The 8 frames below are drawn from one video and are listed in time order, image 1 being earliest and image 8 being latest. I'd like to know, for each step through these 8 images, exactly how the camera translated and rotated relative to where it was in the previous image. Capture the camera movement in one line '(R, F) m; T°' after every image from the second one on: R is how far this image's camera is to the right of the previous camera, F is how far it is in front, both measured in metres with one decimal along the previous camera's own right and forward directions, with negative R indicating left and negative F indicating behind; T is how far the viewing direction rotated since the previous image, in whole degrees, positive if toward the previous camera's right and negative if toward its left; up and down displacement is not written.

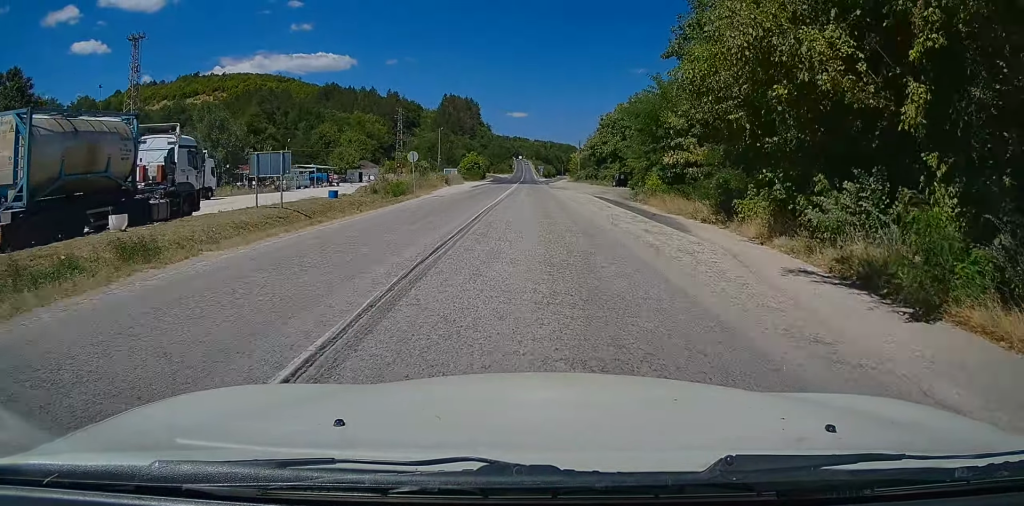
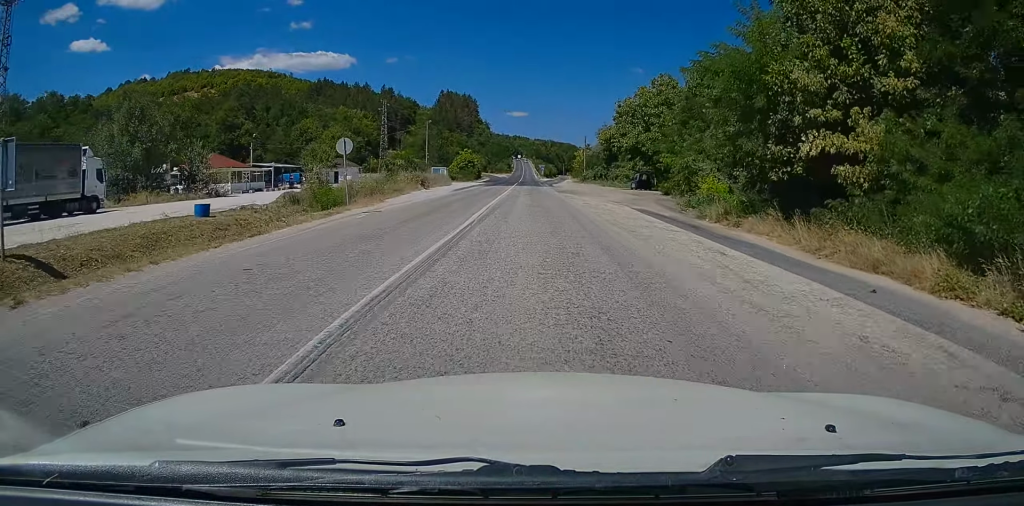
(-0.1, +16.0) m; 0°
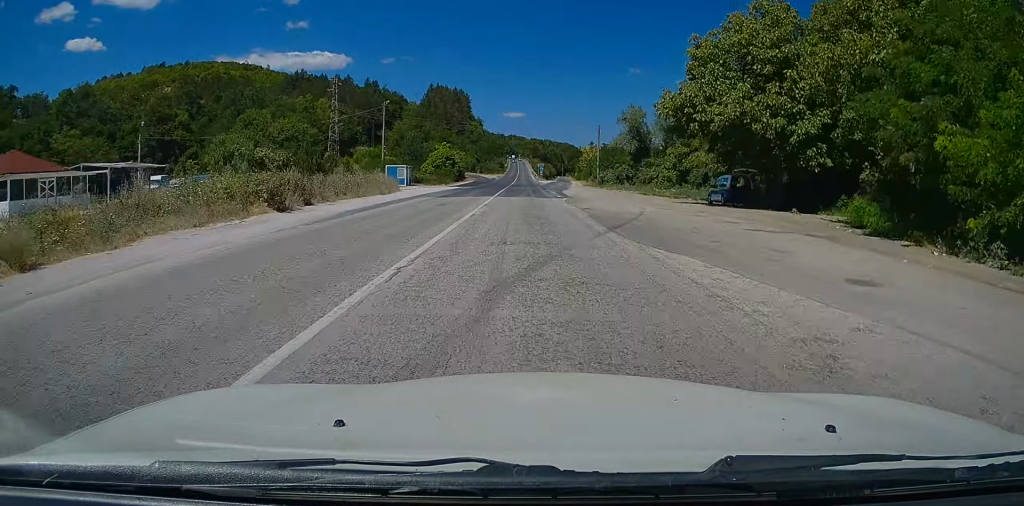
(+0.5, +32.8) m; +1°
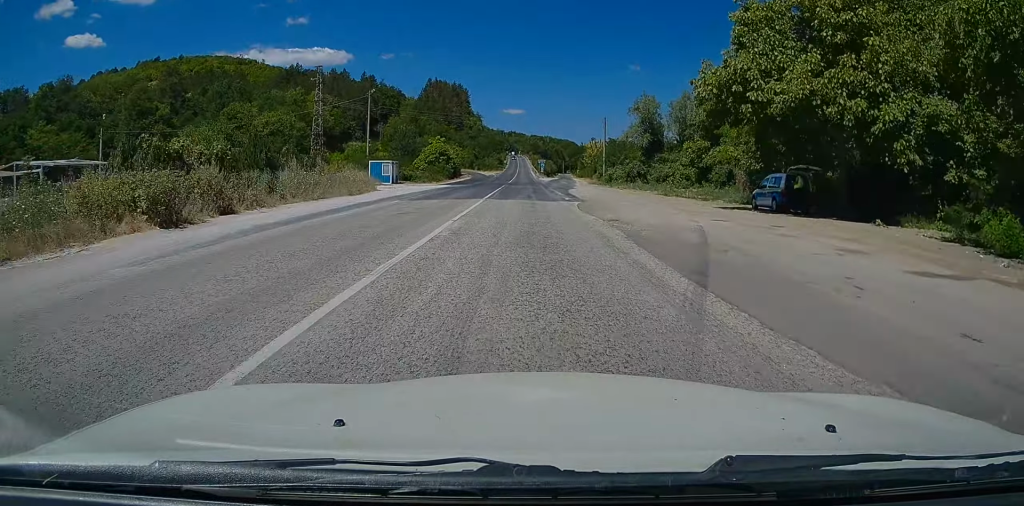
(0.0, +8.1) m; 0°
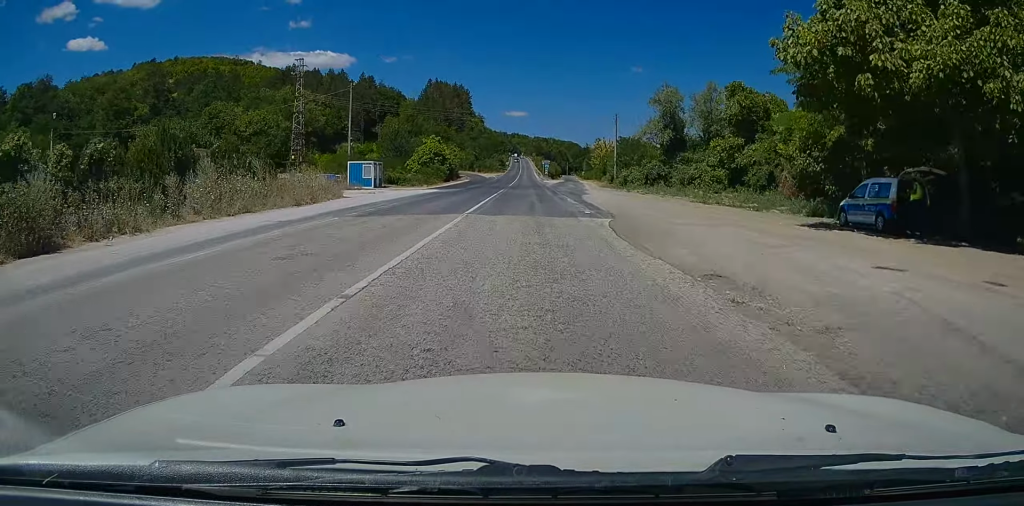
(0.0, +9.3) m; 0°
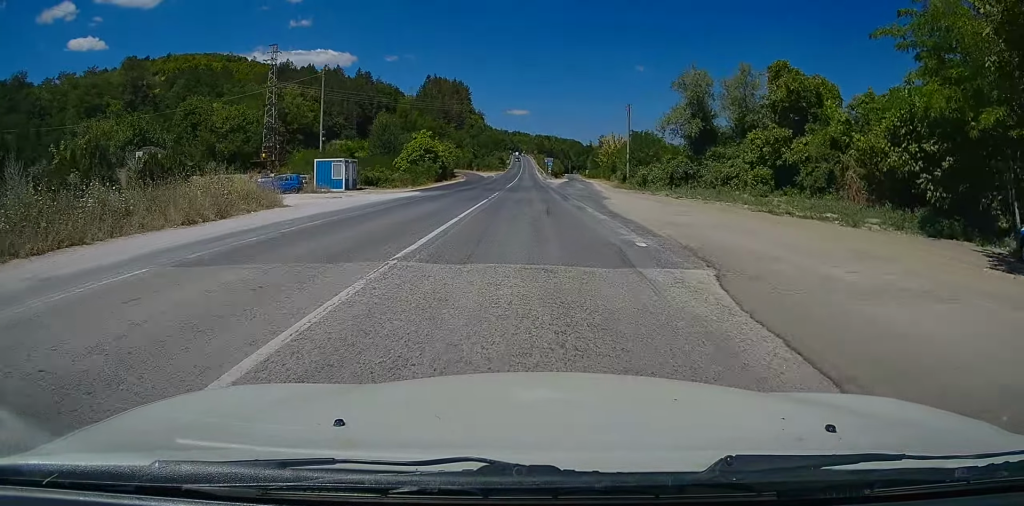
(-0.1, +9.9) m; 0°
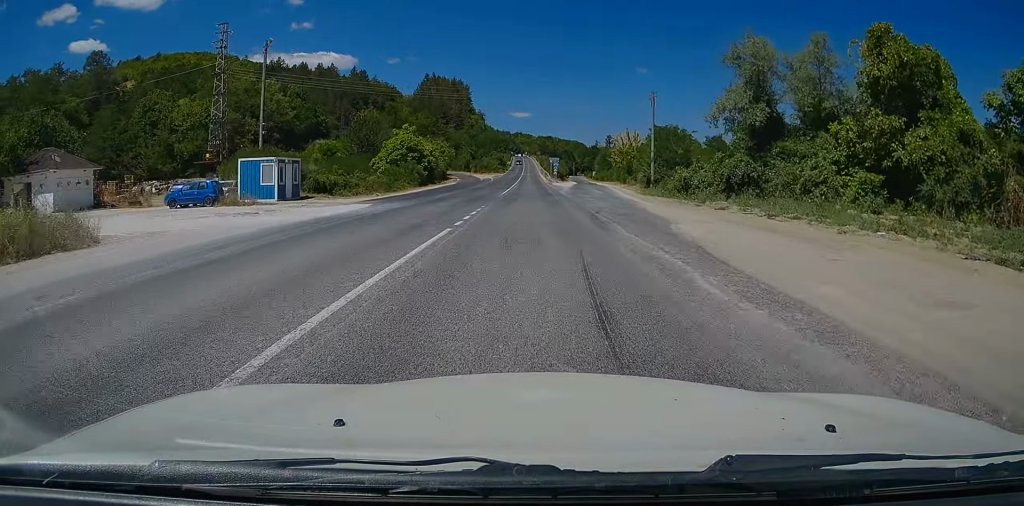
(-0.1, +14.0) m; 0°
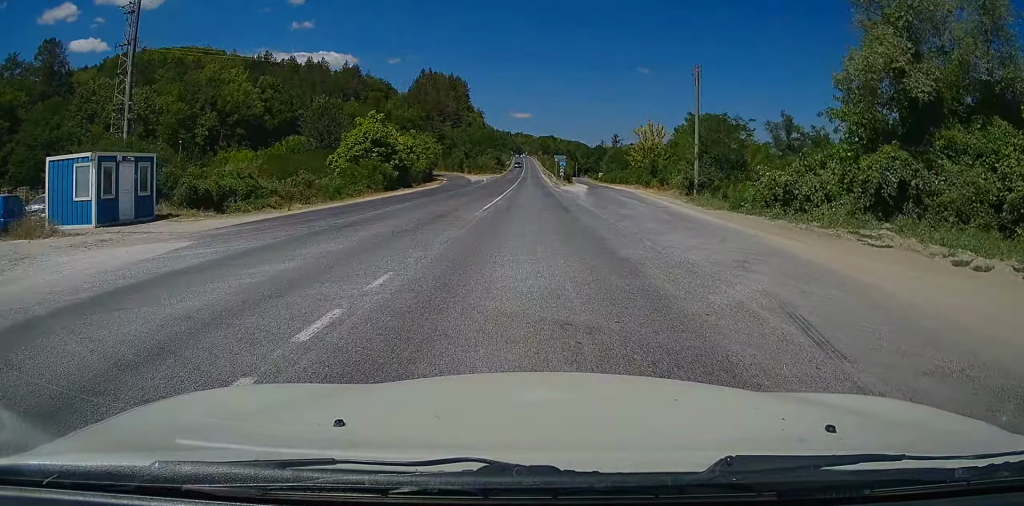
(0.0, +16.3) m; 0°
